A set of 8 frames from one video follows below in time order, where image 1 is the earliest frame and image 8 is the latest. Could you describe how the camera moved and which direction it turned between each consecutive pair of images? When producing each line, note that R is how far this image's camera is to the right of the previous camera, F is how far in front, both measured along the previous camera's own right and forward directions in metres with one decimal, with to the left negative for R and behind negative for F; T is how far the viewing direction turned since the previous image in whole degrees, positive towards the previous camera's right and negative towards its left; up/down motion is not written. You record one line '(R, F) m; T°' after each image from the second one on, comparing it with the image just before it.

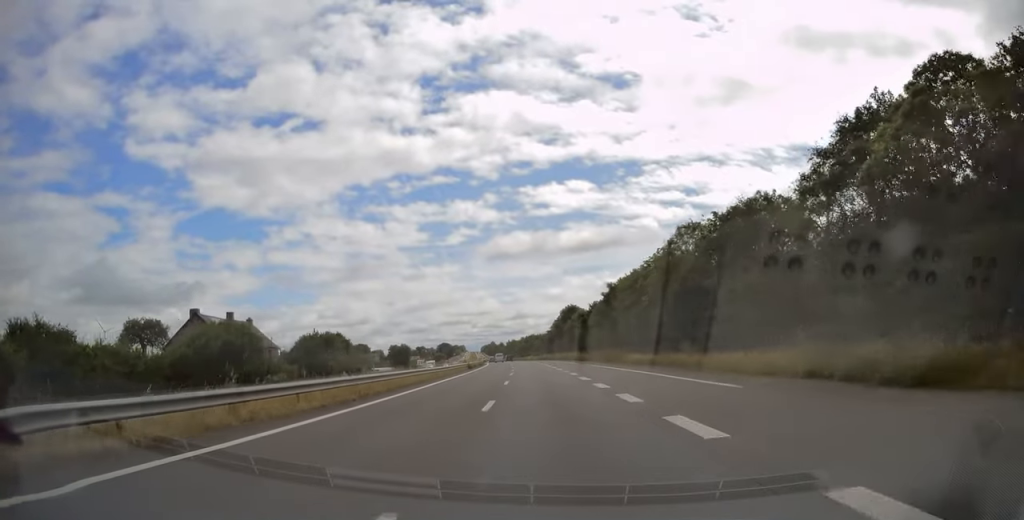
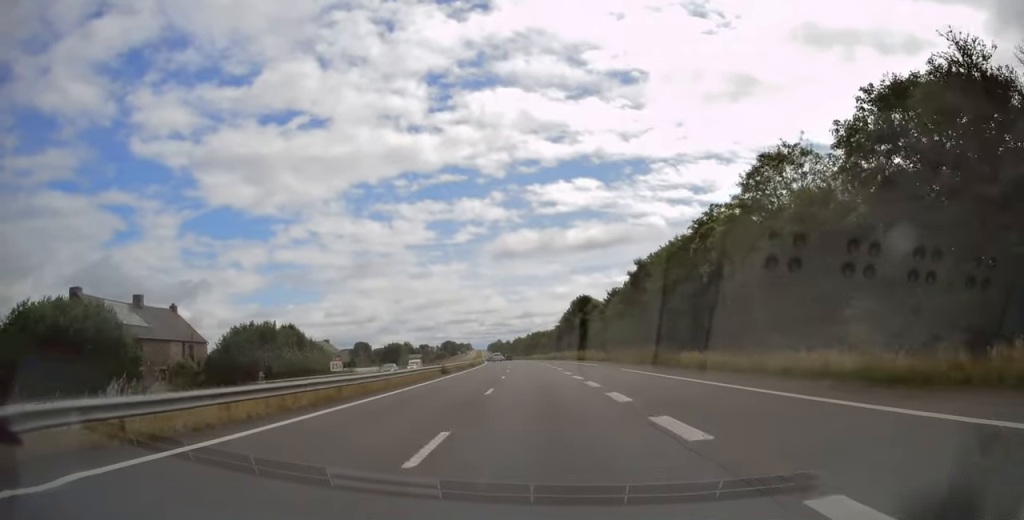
(+0.2, +19.7) m; -1°
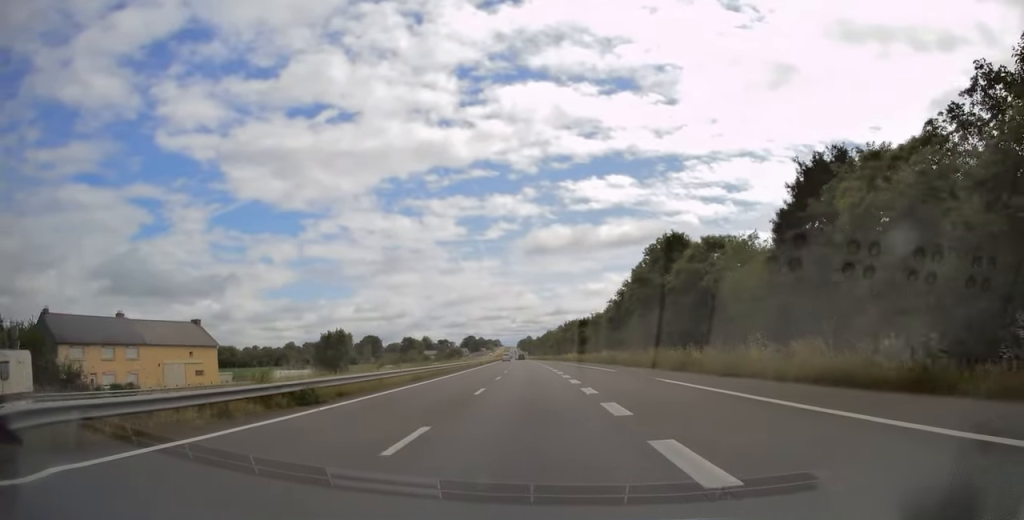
(-1.9, +61.0) m; -3°
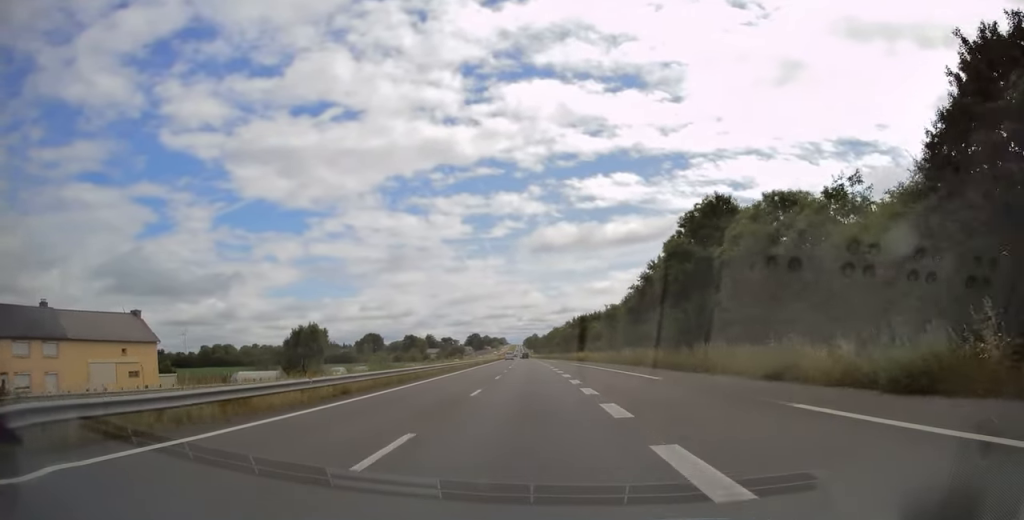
(-0.1, +13.5) m; 0°
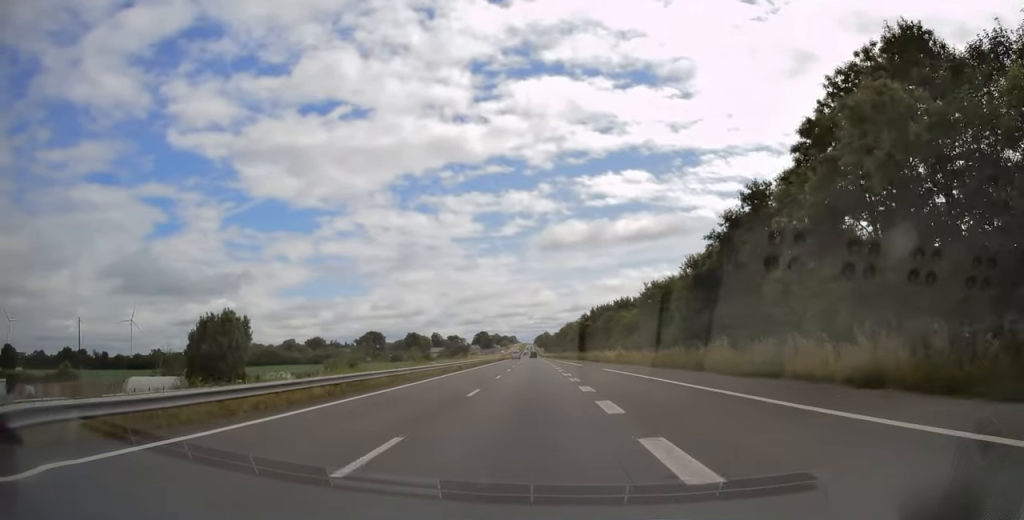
(-0.2, +25.3) m; -1°
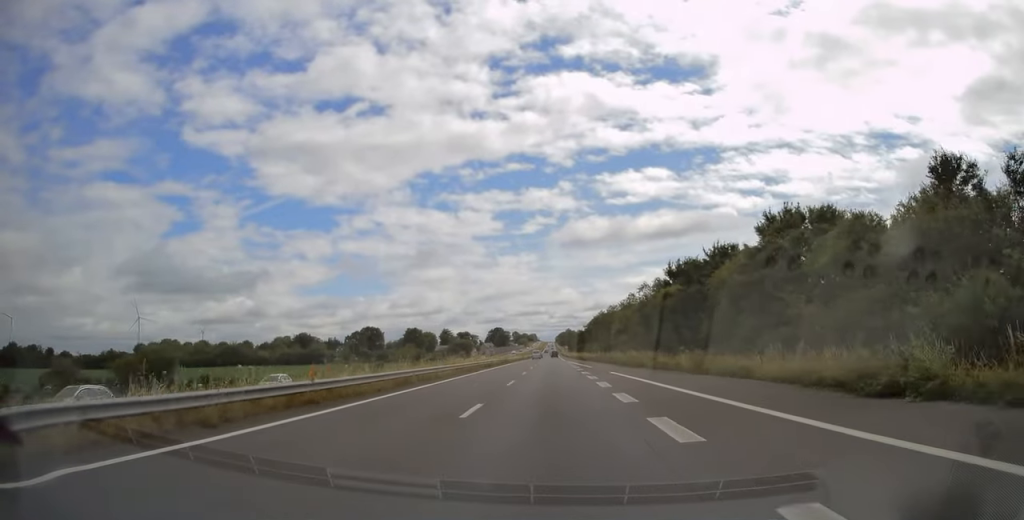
(-1.6, +55.8) m; -3°
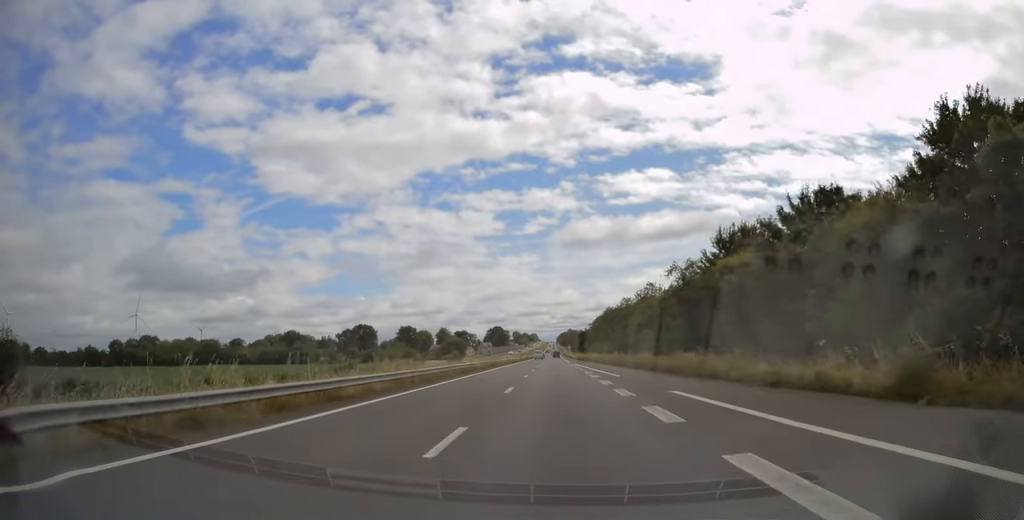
(0.0, +17.1) m; 0°
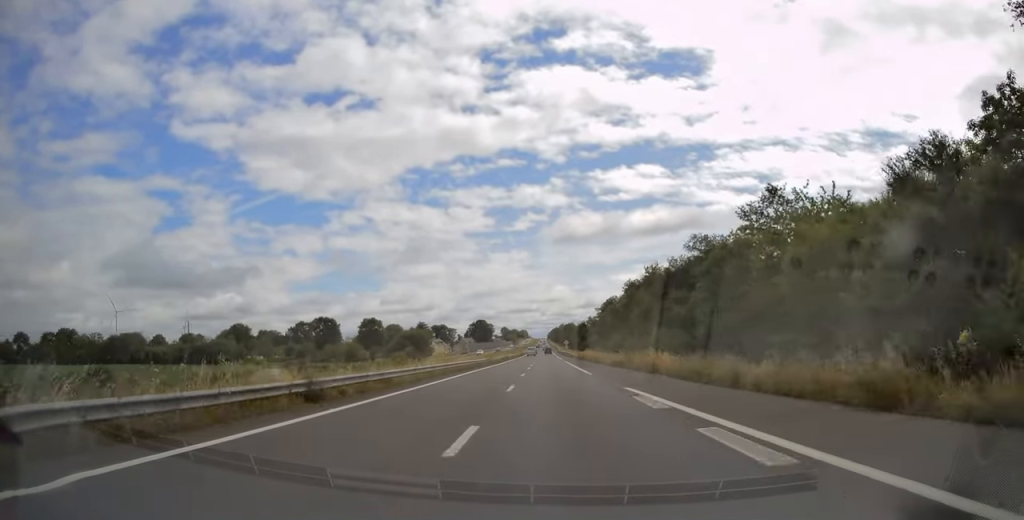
(0.0, +49.7) m; +1°
